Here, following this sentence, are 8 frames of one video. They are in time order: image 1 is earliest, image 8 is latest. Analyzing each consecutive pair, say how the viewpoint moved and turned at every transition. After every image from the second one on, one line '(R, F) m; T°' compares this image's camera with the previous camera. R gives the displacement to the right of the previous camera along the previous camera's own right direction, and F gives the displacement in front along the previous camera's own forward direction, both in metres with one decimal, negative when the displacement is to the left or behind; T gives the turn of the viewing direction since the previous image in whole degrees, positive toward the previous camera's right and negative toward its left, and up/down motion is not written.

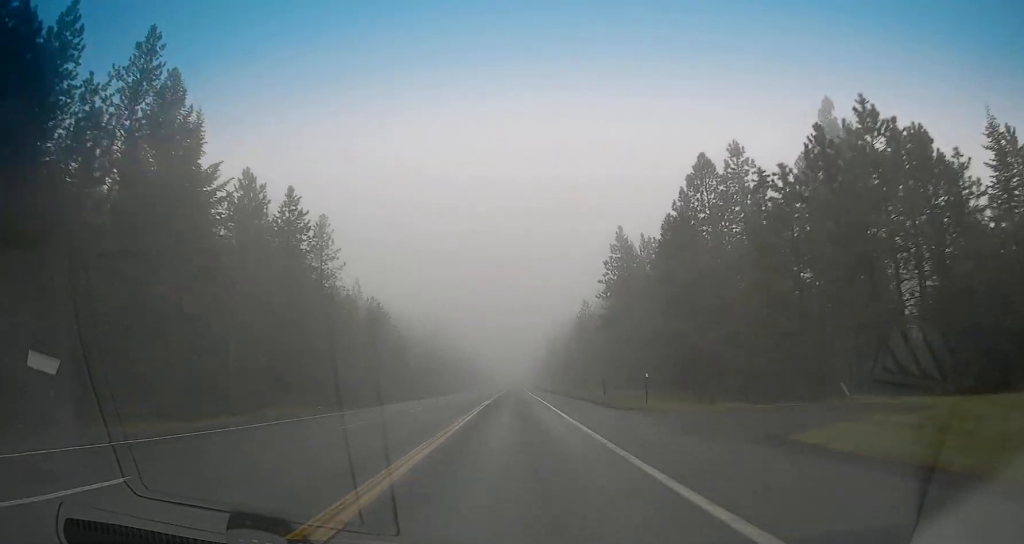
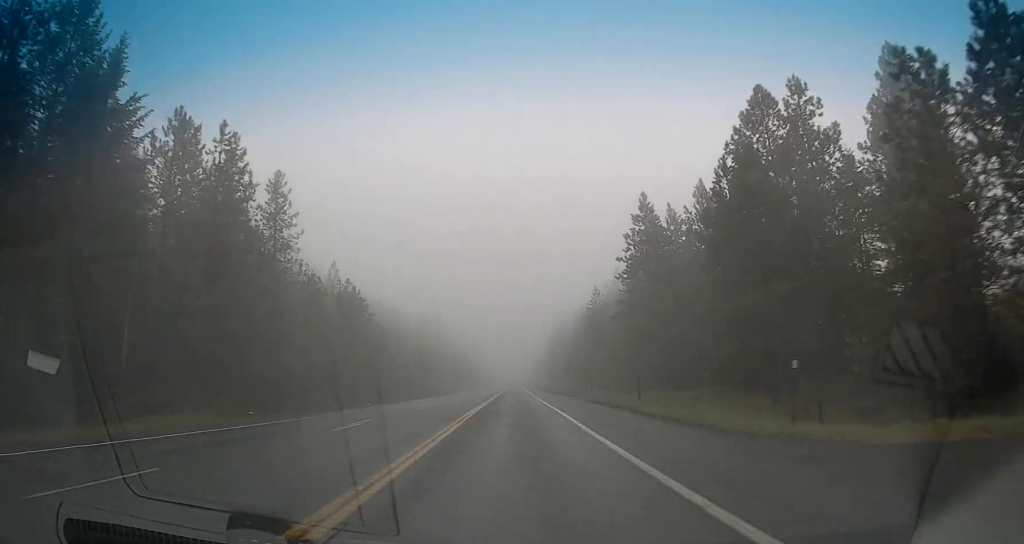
(+0.1, +14.2) m; +1°
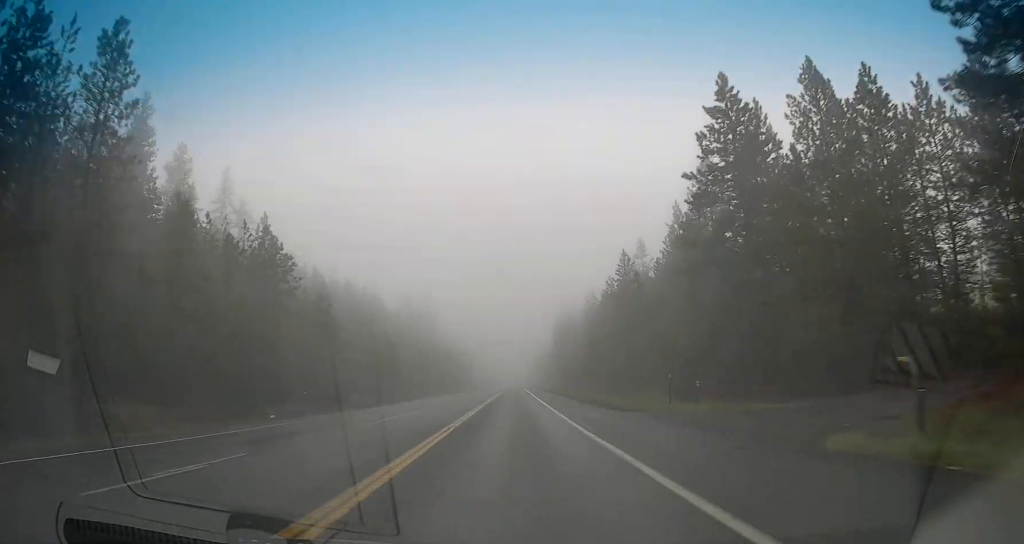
(+0.3, +26.7) m; 0°
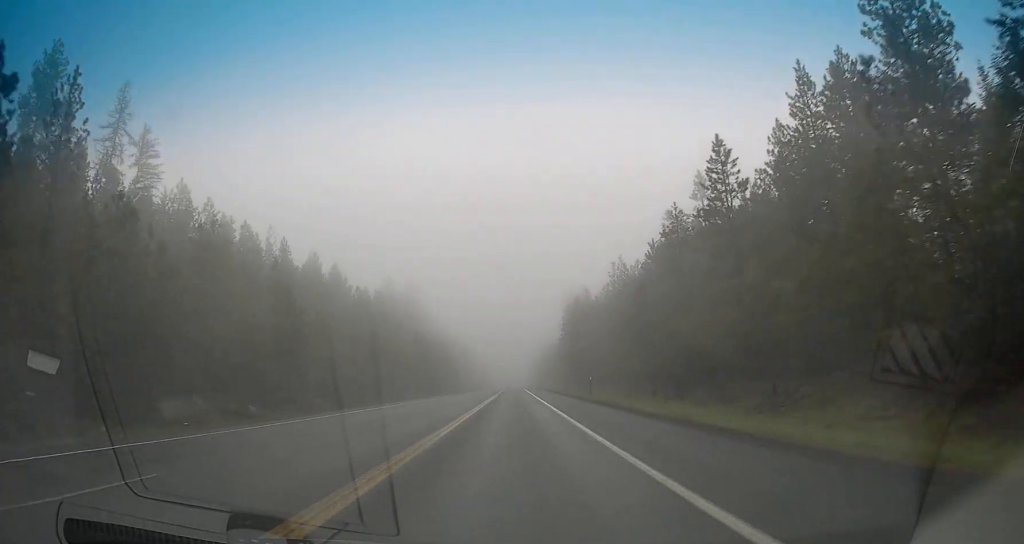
(-0.4, +34.7) m; -1°
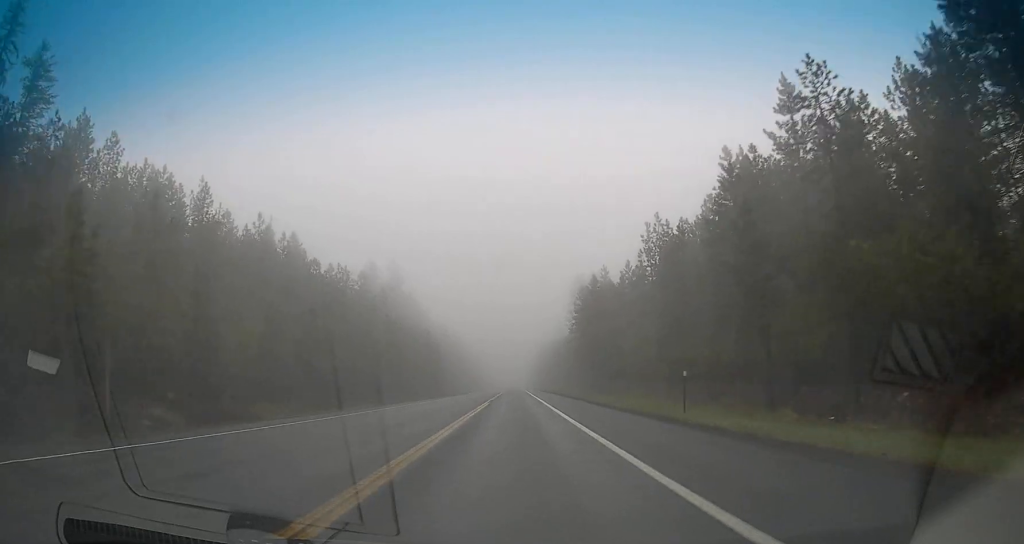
(0.0, +24.9) m; 0°
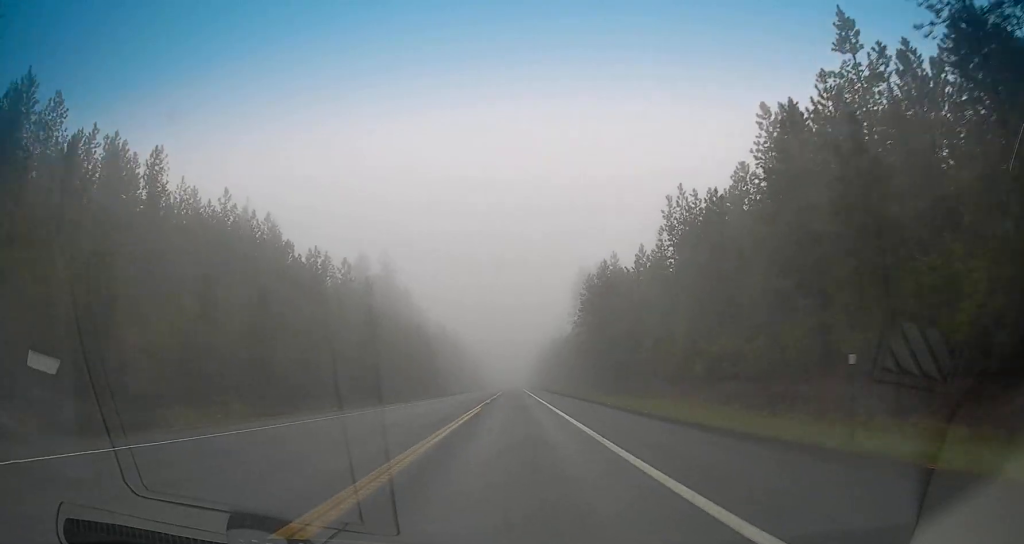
(+0.1, +10.7) m; 0°
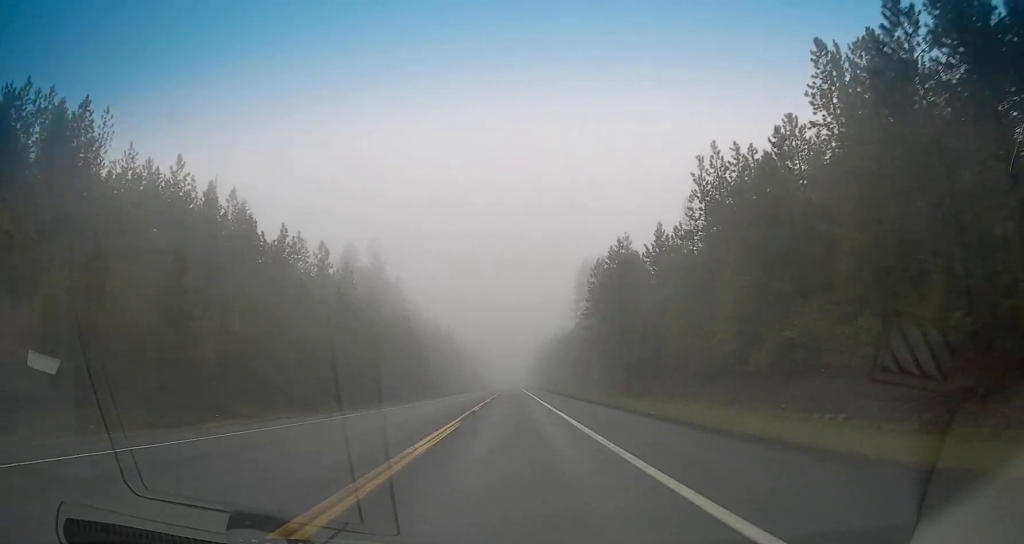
(-0.1, +11.6) m; 0°
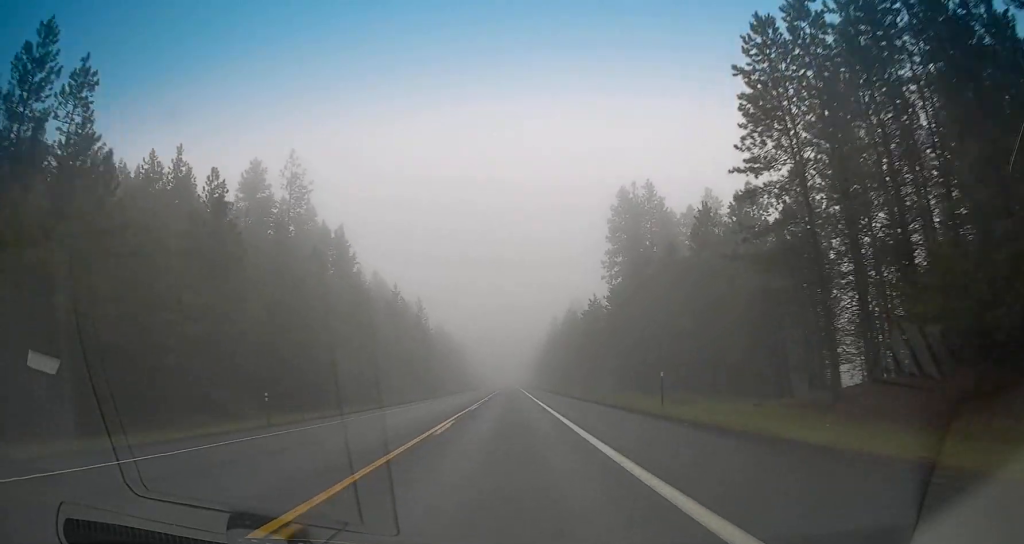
(+0.4, +59.8) m; +2°
